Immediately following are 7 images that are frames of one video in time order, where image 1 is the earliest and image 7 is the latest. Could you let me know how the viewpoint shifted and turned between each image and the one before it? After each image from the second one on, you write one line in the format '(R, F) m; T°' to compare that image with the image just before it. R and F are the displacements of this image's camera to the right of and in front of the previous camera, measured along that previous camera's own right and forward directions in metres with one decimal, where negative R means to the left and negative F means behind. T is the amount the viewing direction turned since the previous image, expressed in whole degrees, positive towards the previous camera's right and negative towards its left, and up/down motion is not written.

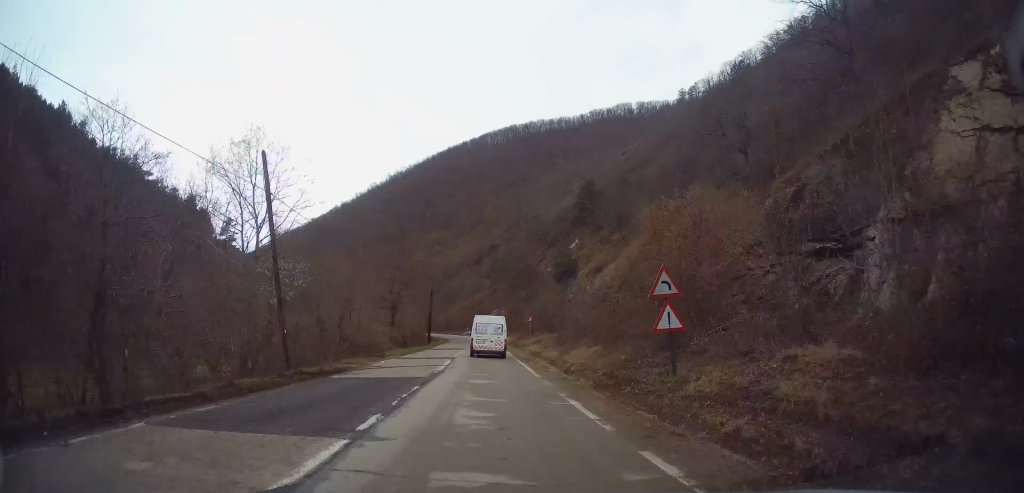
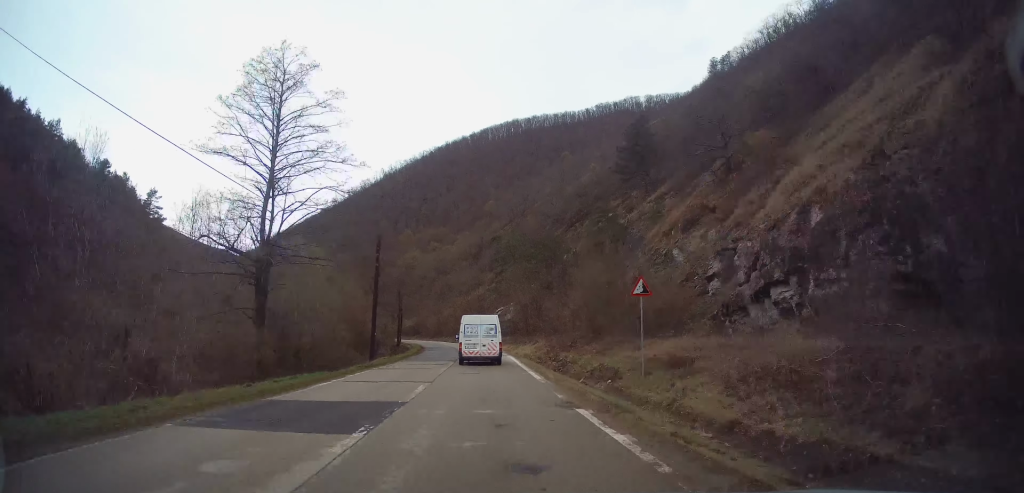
(-0.2, +36.3) m; 0°
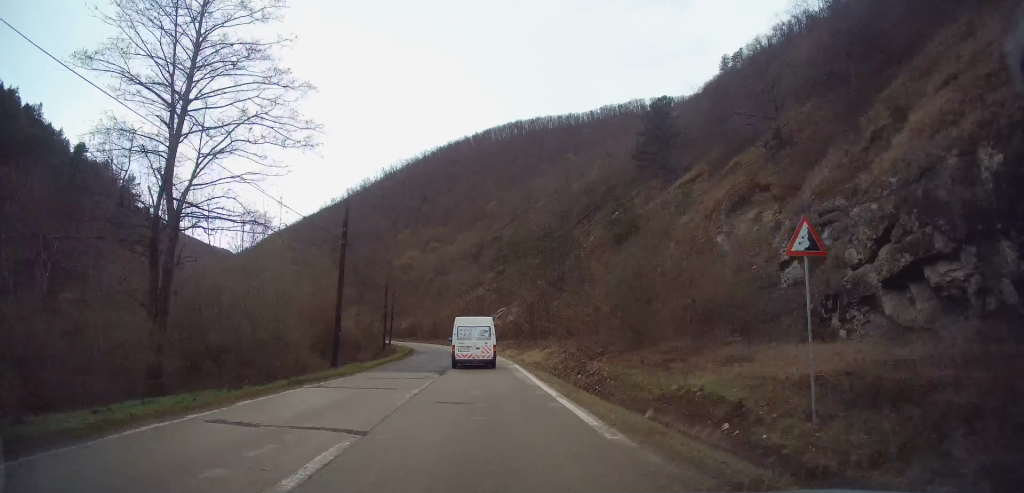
(0.0, +8.2) m; 0°
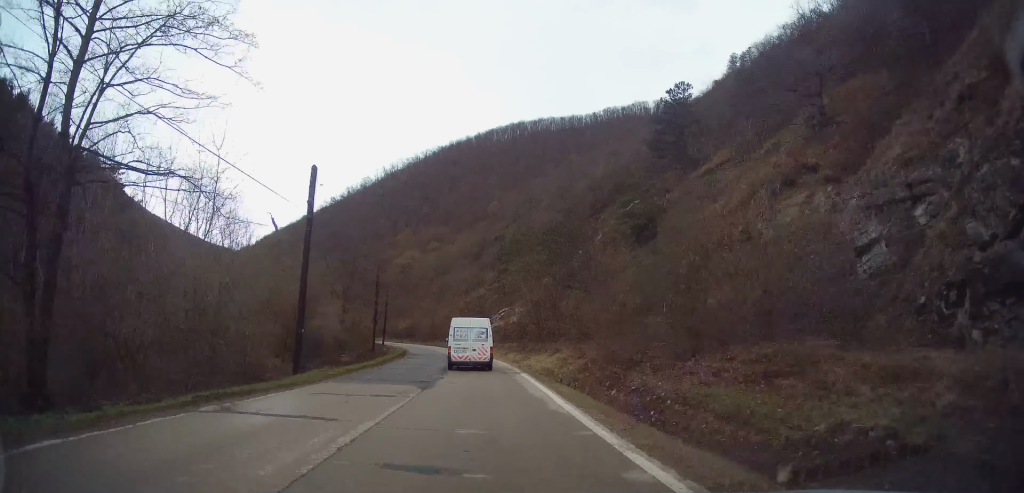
(0.0, +5.5) m; 0°
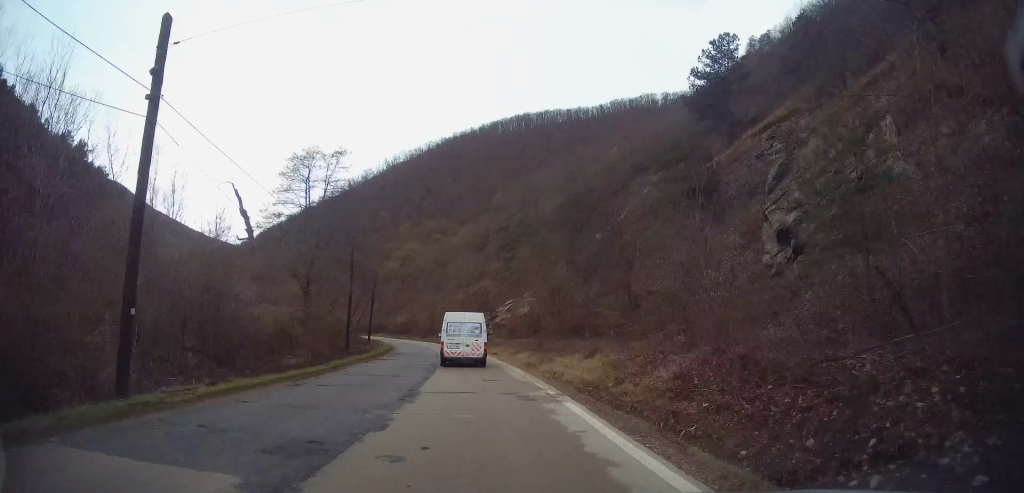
(0.0, +10.9) m; 0°
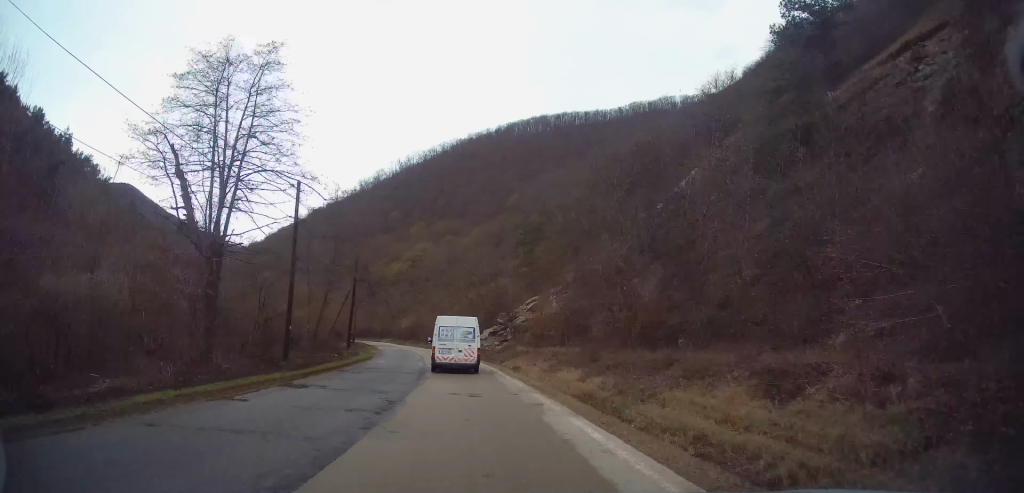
(0.0, +14.5) m; -2°
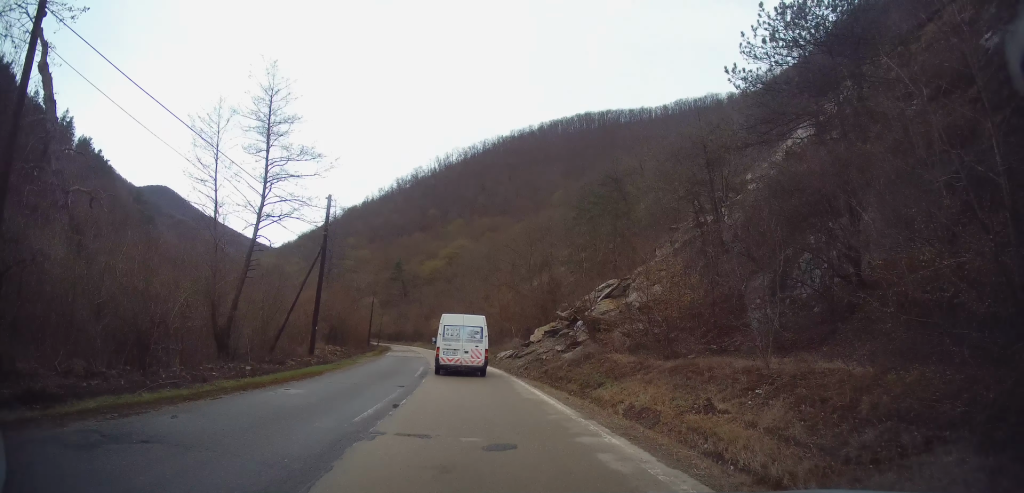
(-0.6, +18.3) m; -3°
